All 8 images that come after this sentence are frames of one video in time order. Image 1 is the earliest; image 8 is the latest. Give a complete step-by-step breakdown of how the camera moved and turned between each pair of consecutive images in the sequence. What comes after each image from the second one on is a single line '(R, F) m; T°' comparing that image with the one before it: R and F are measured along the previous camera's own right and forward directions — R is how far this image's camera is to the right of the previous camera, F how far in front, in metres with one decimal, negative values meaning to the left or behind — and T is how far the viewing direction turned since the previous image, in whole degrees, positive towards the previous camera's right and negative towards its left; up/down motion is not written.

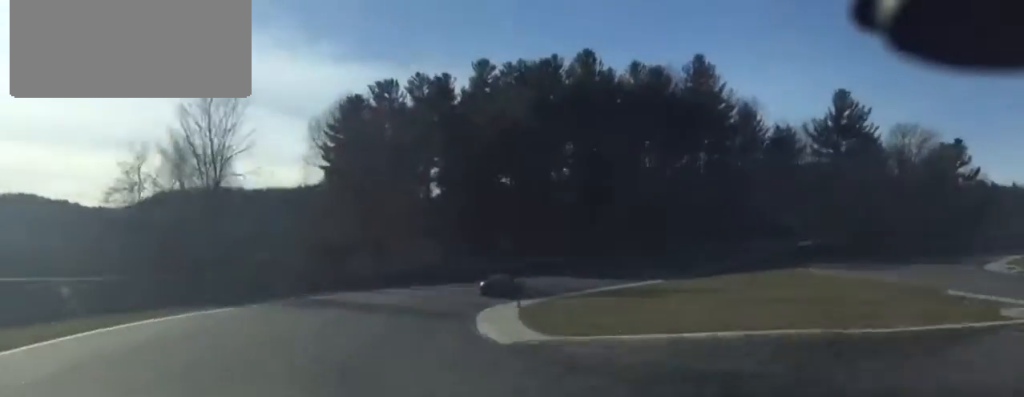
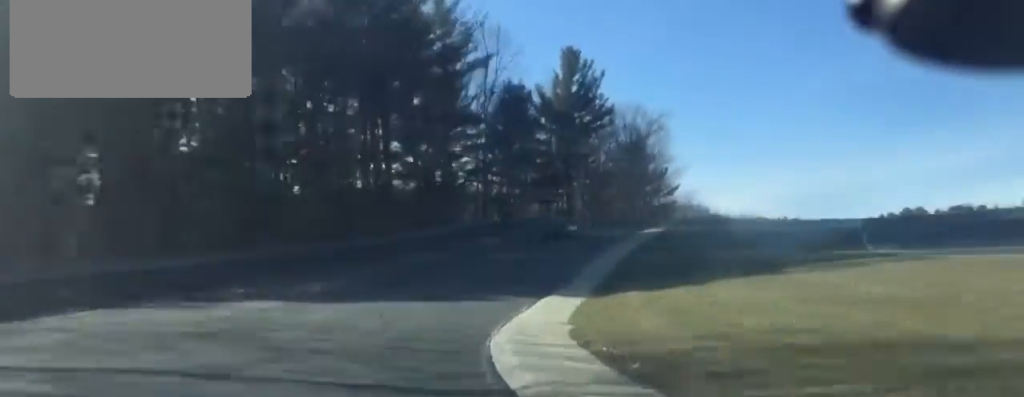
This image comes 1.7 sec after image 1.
(+12.2, +47.3) m; +33°
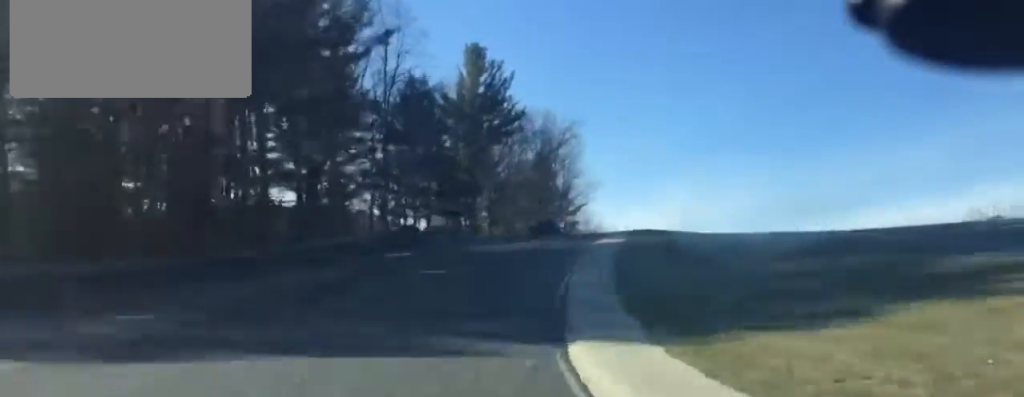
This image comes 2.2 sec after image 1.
(+2.7, +15.1) m; +8°
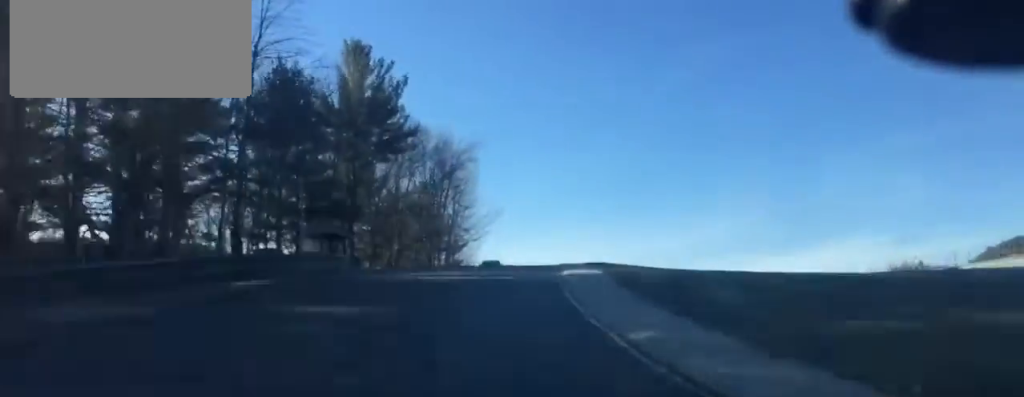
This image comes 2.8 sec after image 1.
(+0.1, +16.5) m; +4°
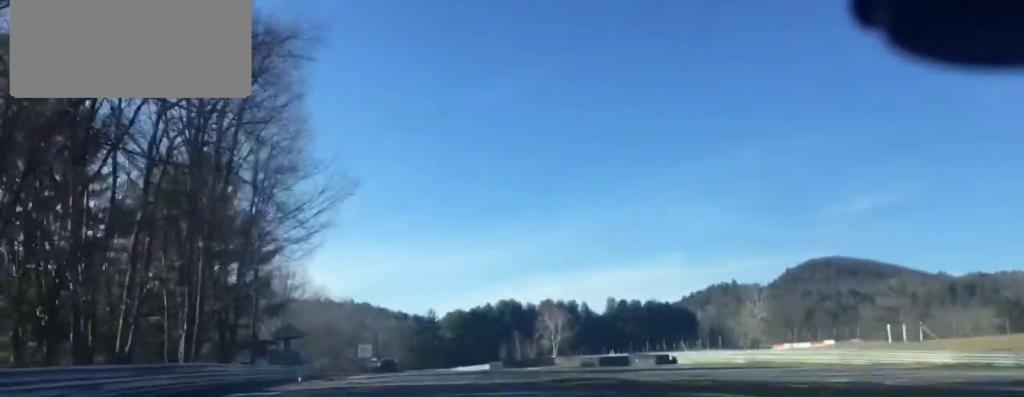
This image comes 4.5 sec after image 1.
(+6.0, +52.9) m; +11°
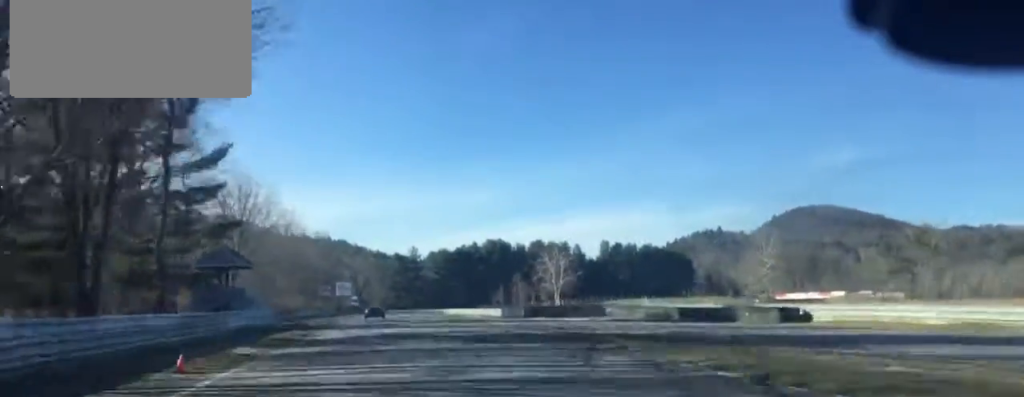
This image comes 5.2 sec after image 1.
(-0.1, +25.4) m; +1°
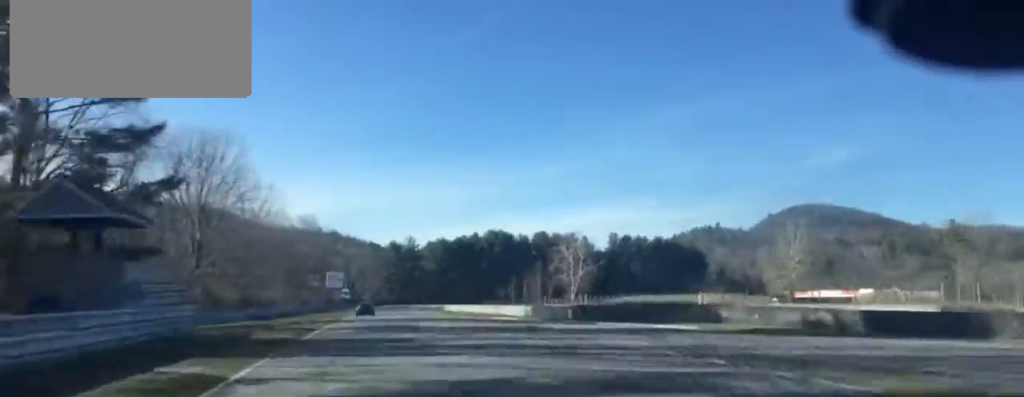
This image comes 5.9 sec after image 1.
(+0.3, +21.9) m; +2°
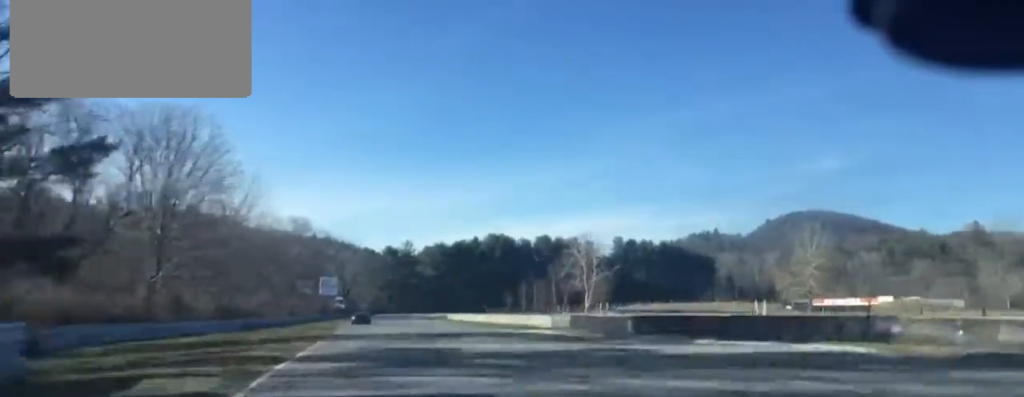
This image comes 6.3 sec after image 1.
(-0.1, +13.9) m; +1°
